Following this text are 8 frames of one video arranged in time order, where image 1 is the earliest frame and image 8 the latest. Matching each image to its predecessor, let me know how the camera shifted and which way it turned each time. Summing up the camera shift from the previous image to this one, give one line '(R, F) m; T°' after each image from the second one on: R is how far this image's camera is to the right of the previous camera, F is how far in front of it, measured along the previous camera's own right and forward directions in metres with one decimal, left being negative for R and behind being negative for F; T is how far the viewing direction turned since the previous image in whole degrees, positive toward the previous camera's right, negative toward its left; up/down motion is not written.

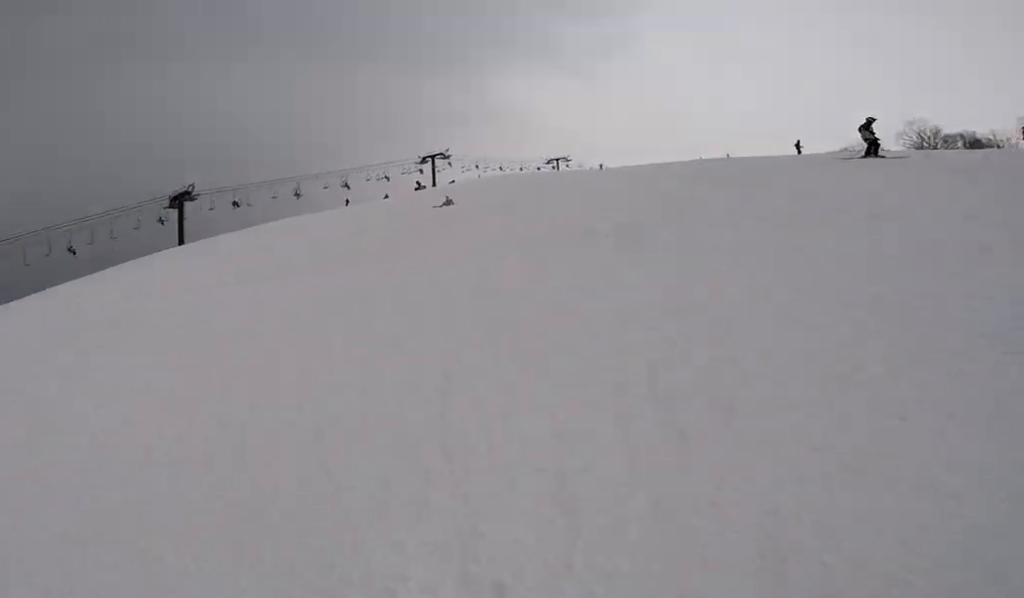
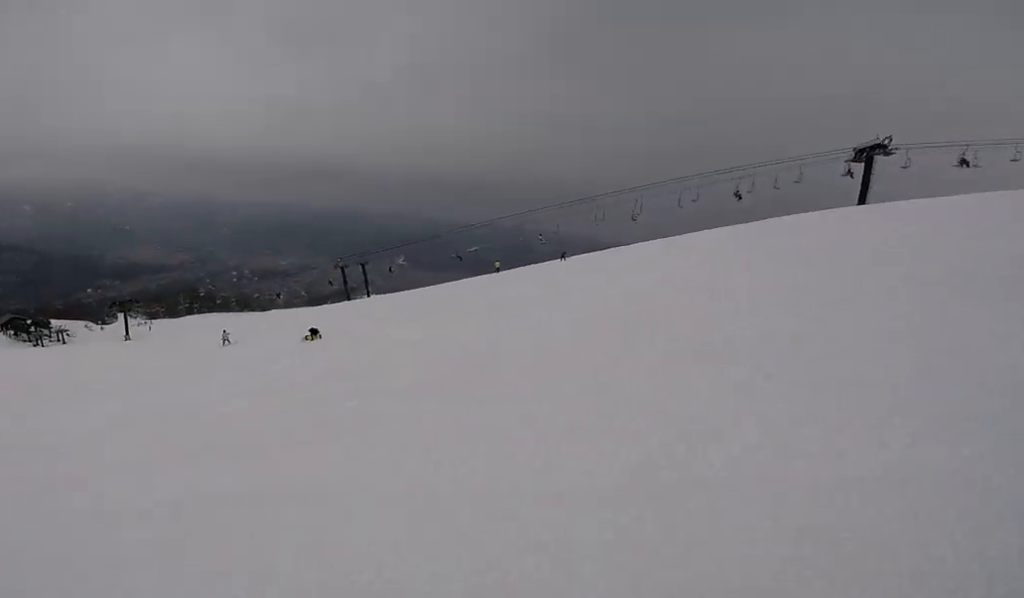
(+0.6, +1.8) m; -11°
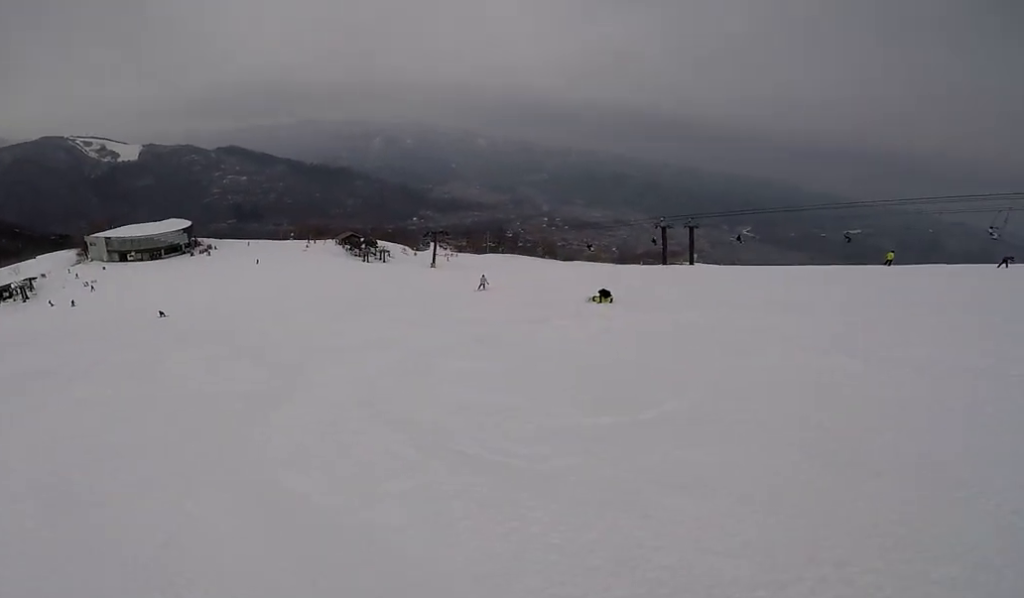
(0.0, +2.6) m; -22°
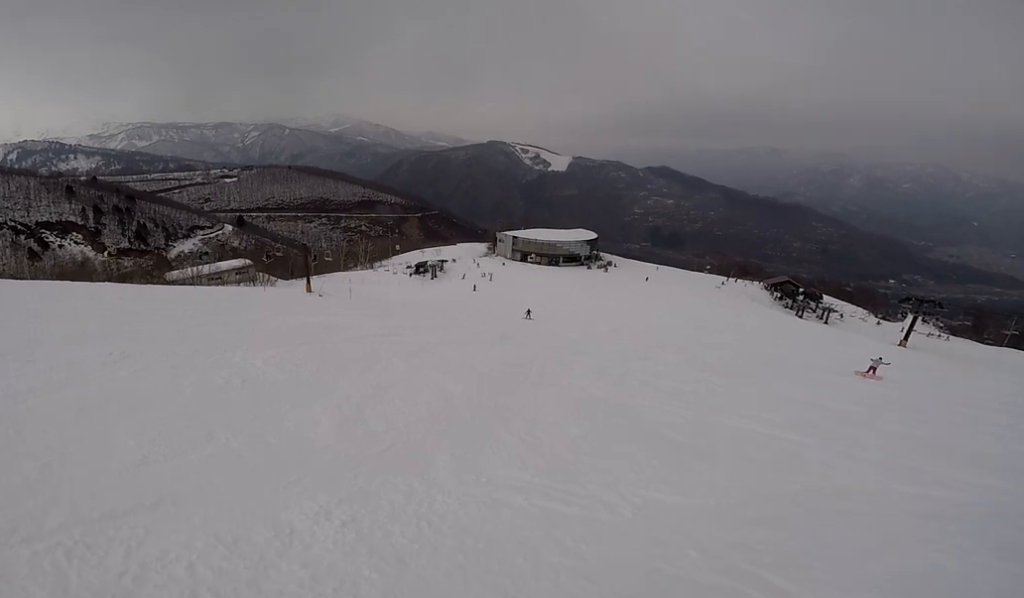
(-3.1, +5.7) m; -40°
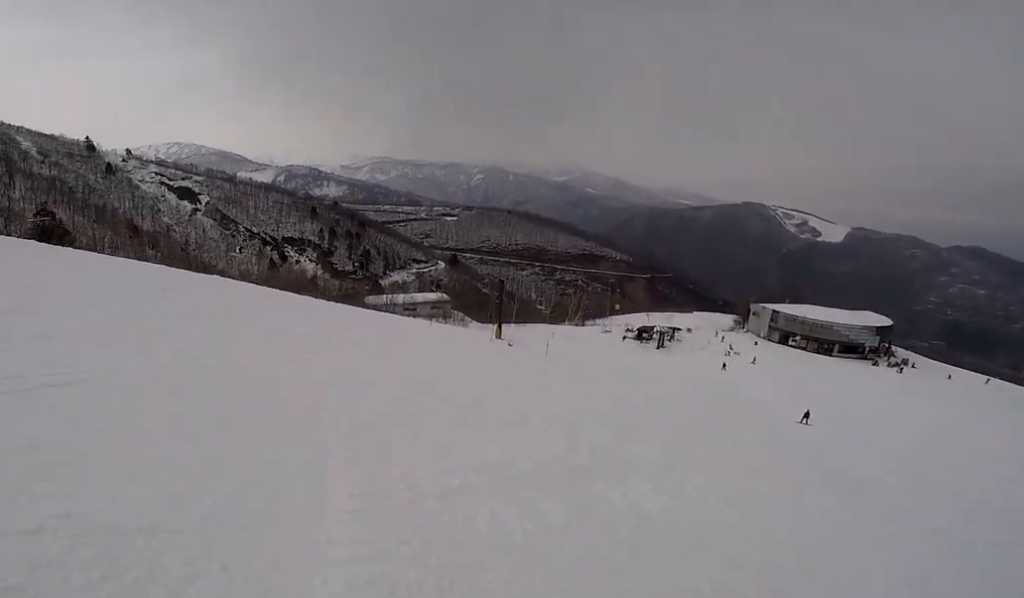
(-3.0, +8.3) m; -45°
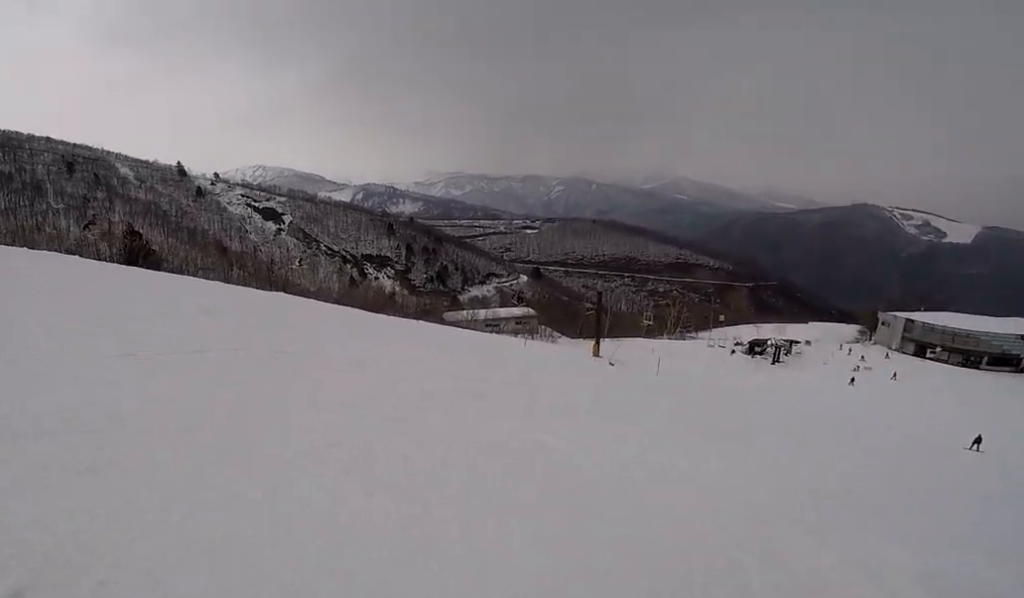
(-0.6, +3.4) m; -17°
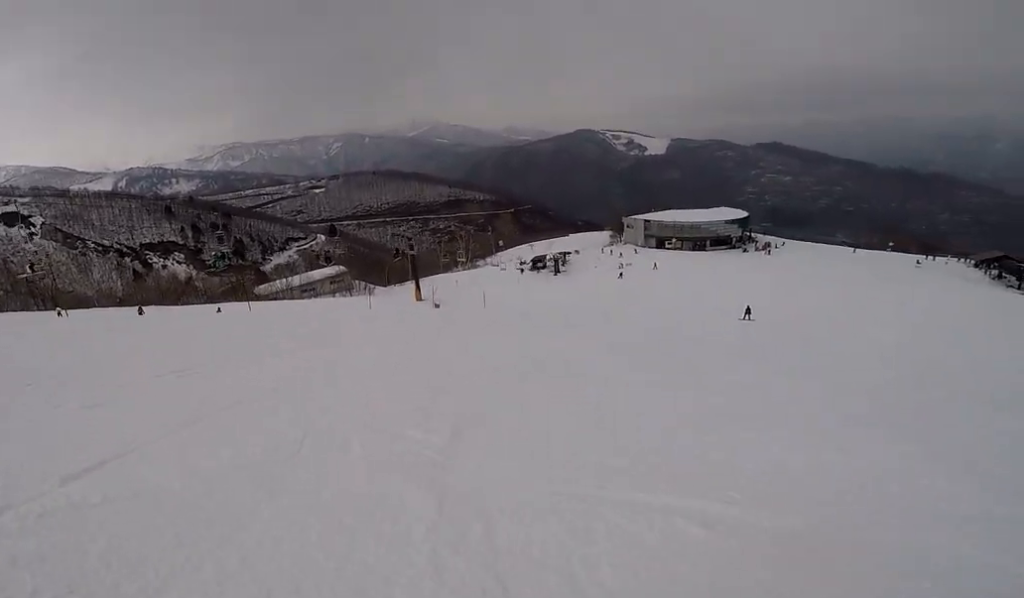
(-0.6, +4.8) m; +15°
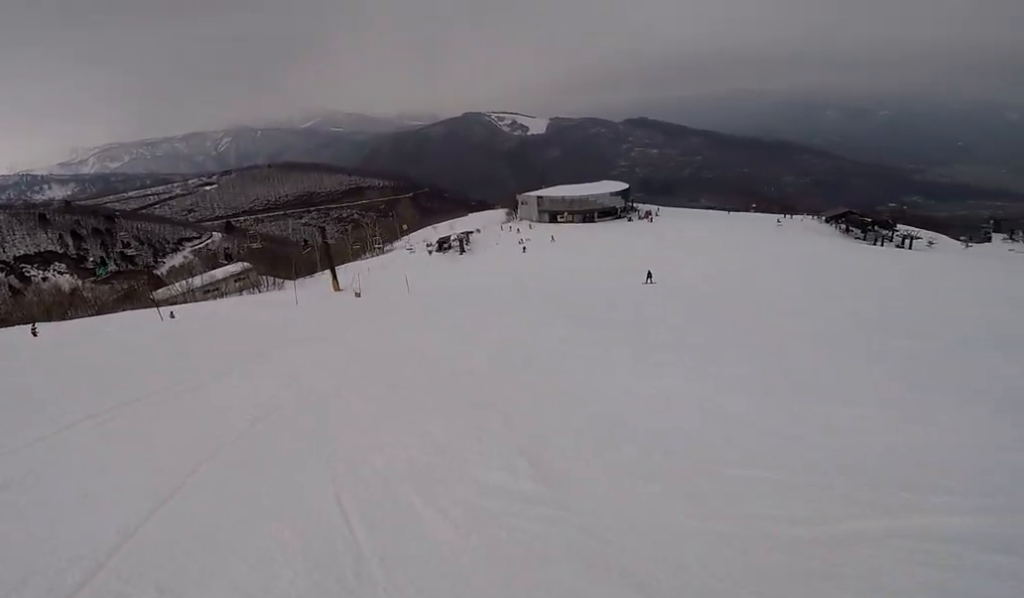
(+0.8, +1.8) m; +22°
